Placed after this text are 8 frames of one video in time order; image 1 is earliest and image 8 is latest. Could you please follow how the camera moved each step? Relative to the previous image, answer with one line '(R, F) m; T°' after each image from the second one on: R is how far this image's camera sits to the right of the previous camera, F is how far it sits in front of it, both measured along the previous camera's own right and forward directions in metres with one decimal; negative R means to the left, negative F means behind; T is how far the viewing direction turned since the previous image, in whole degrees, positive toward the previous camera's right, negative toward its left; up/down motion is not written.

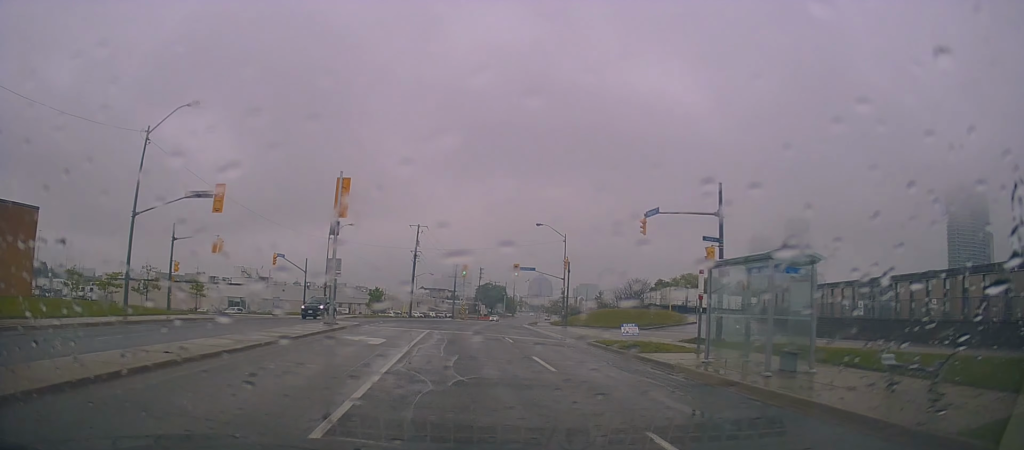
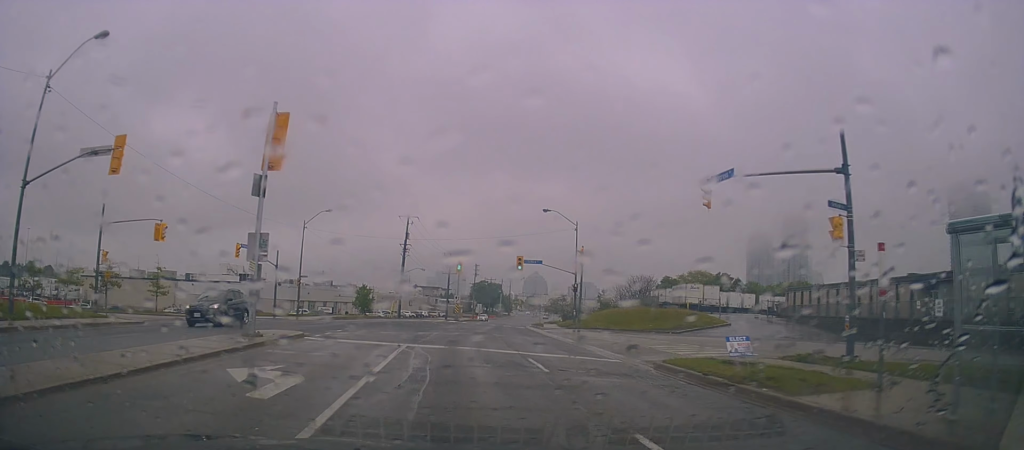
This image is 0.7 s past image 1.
(-0.2, +8.8) m; -1°
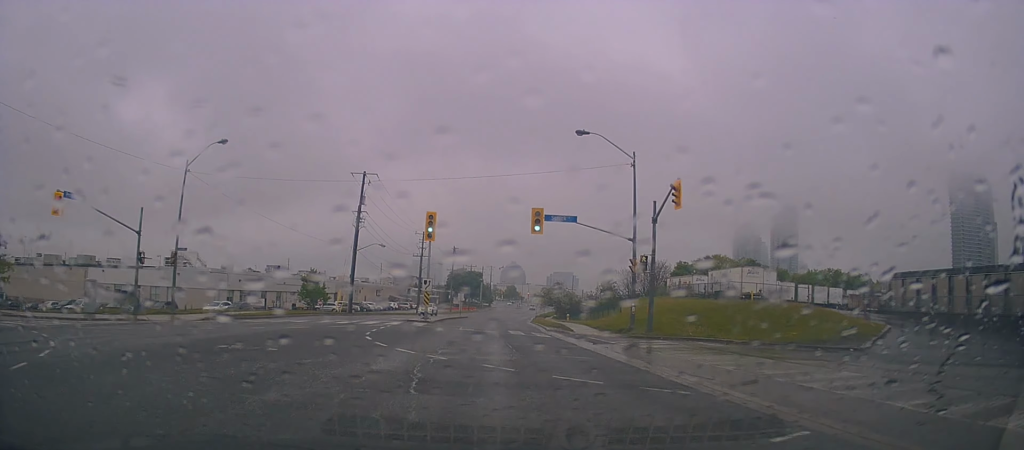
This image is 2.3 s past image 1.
(+0.2, +22.5) m; +3°
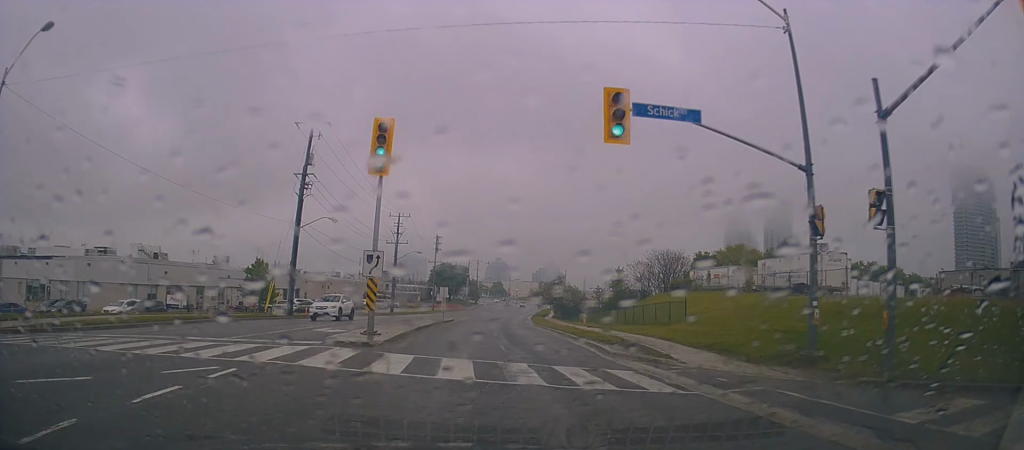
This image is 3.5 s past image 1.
(+0.8, +16.5) m; +5°
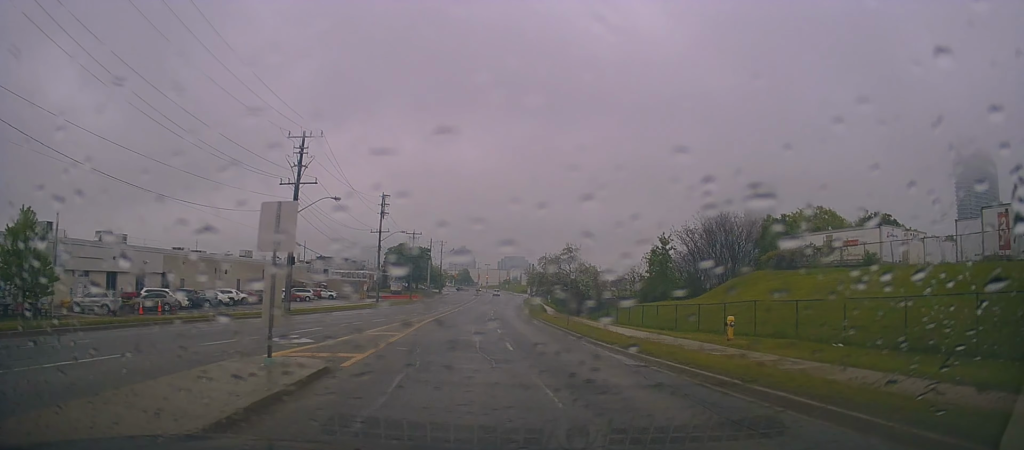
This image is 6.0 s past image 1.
(-0.1, +34.7) m; 0°
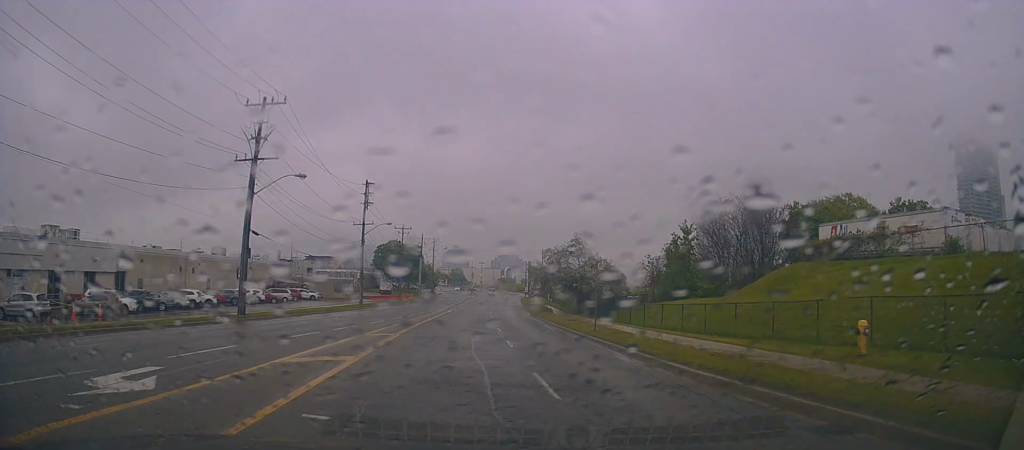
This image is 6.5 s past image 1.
(+0.2, +7.4) m; +1°
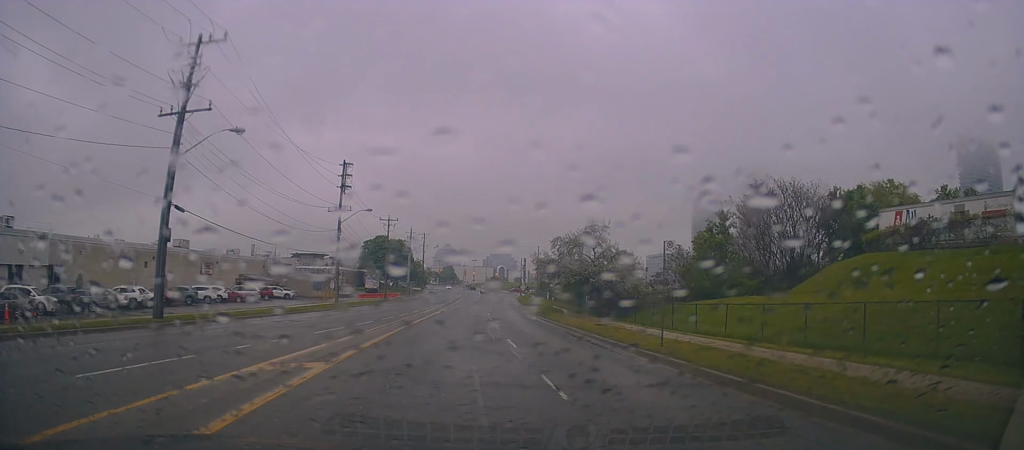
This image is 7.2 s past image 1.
(+0.1, +9.5) m; +2°
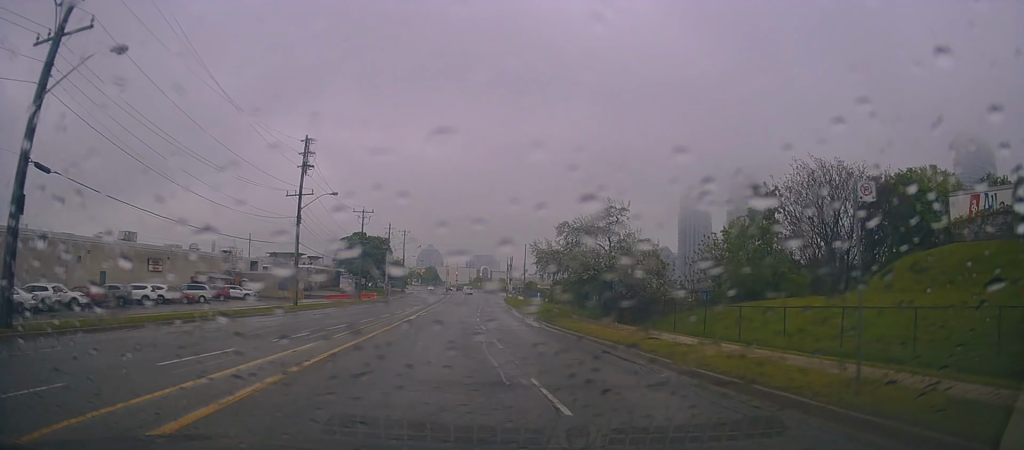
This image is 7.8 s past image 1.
(0.0, +9.0) m; +2°
